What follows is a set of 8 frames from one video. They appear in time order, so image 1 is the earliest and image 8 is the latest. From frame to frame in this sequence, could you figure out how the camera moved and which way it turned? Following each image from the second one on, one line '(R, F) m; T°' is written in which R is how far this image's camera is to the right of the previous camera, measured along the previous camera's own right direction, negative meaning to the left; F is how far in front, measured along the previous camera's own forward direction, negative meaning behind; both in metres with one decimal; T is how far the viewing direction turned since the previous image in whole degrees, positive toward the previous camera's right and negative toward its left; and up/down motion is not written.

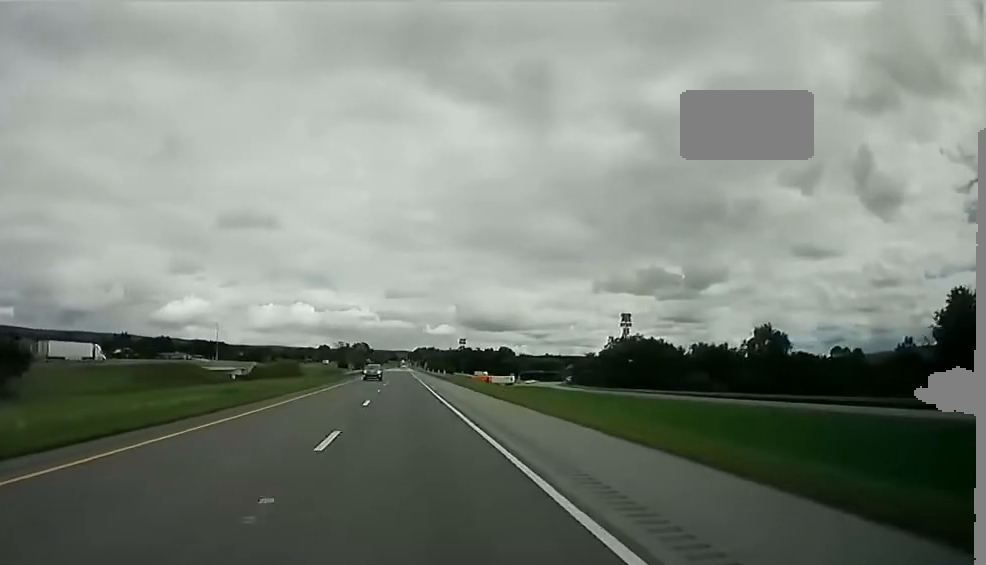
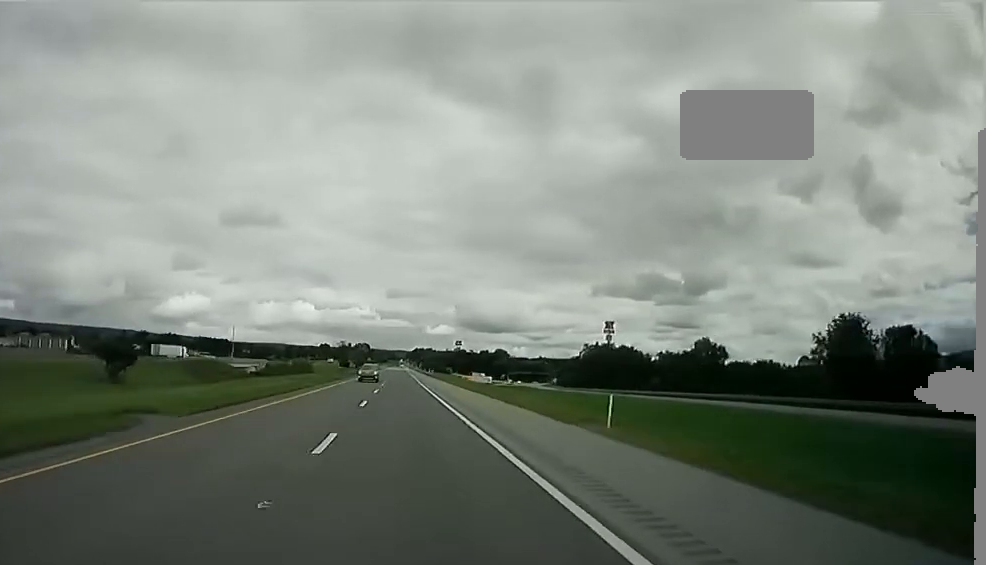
(0.0, +25.5) m; 0°
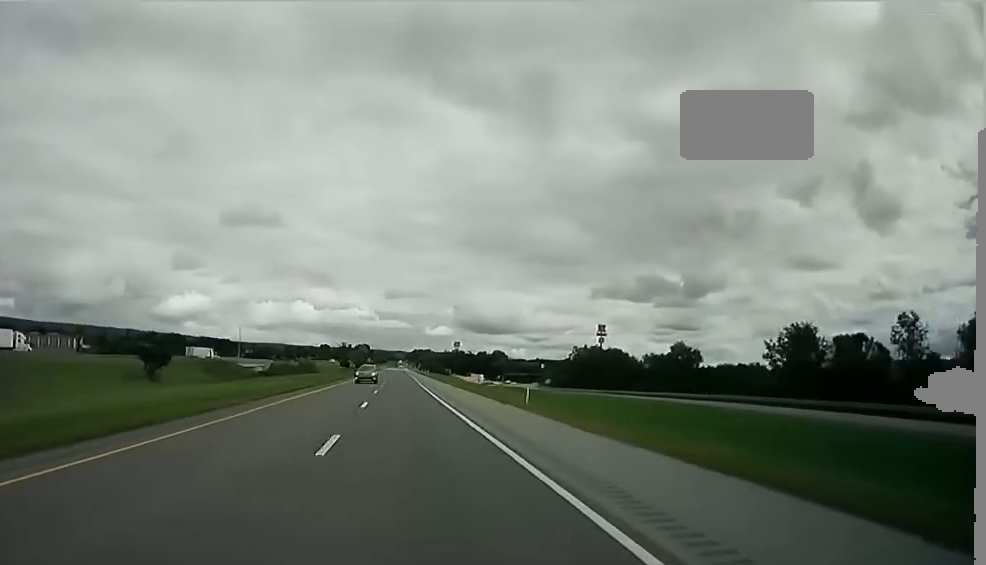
(-0.1, +12.2) m; 0°
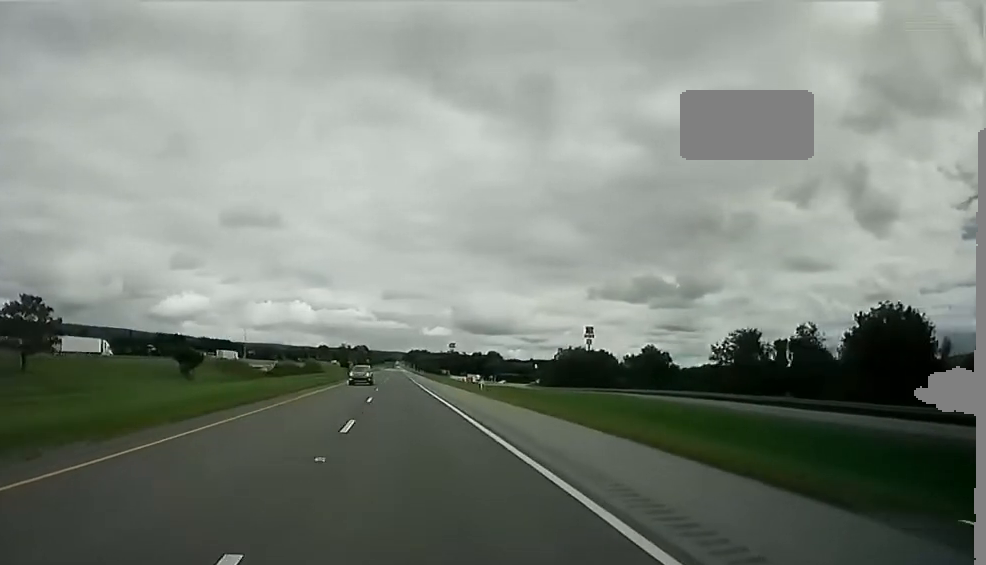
(0.0, +15.9) m; 0°
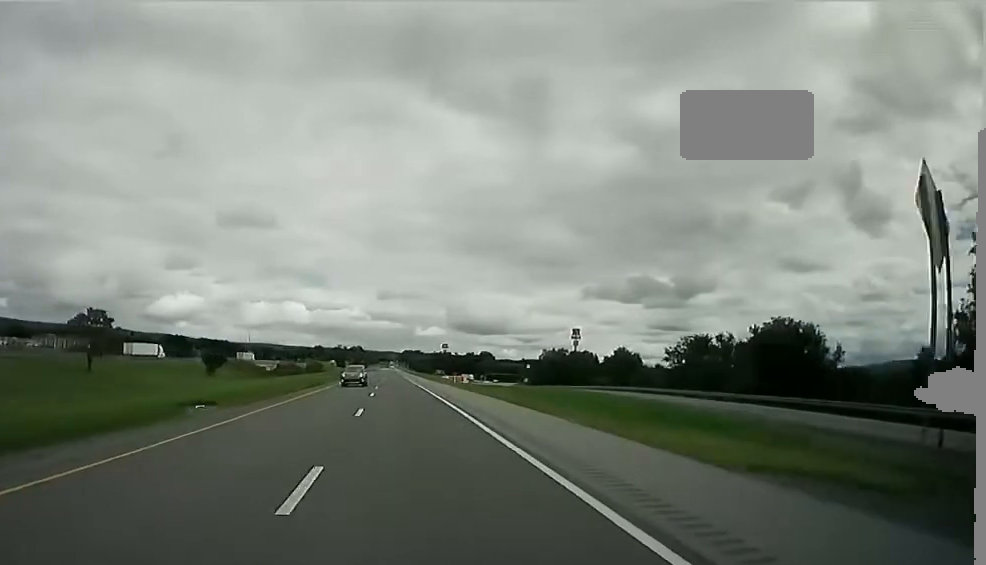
(0.0, +16.8) m; -1°
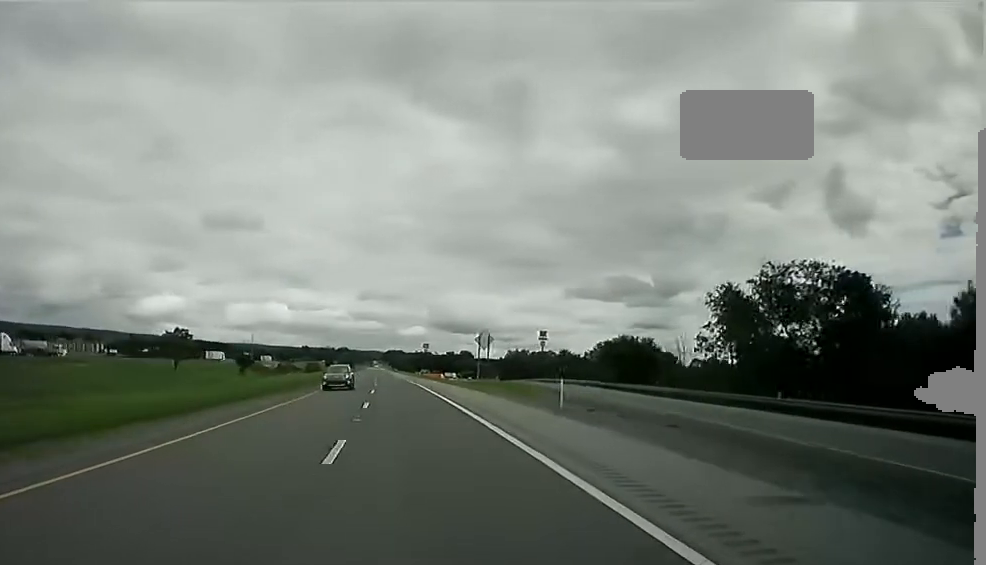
(-0.7, +39.9) m; -2°
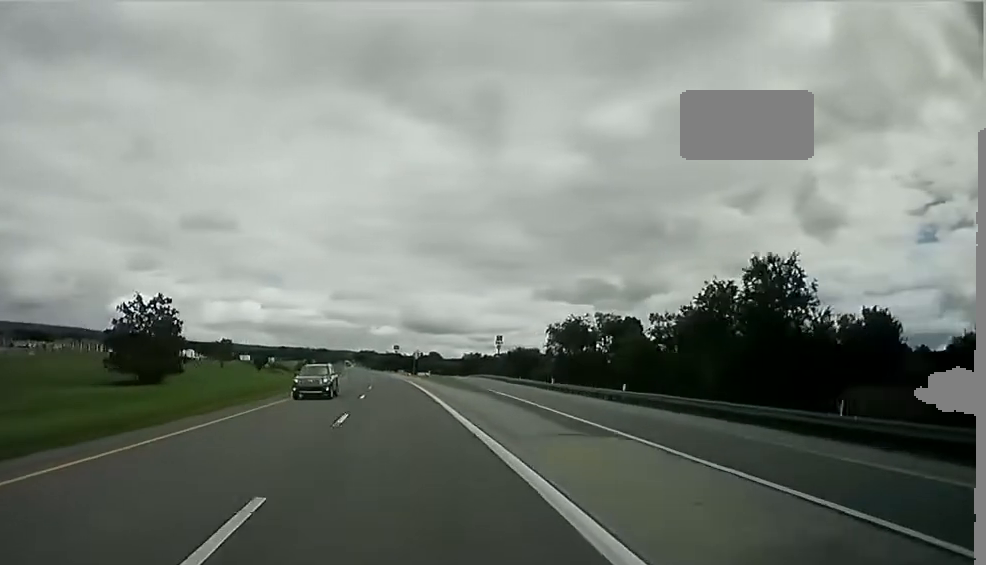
(-1.3, +55.5) m; -3°
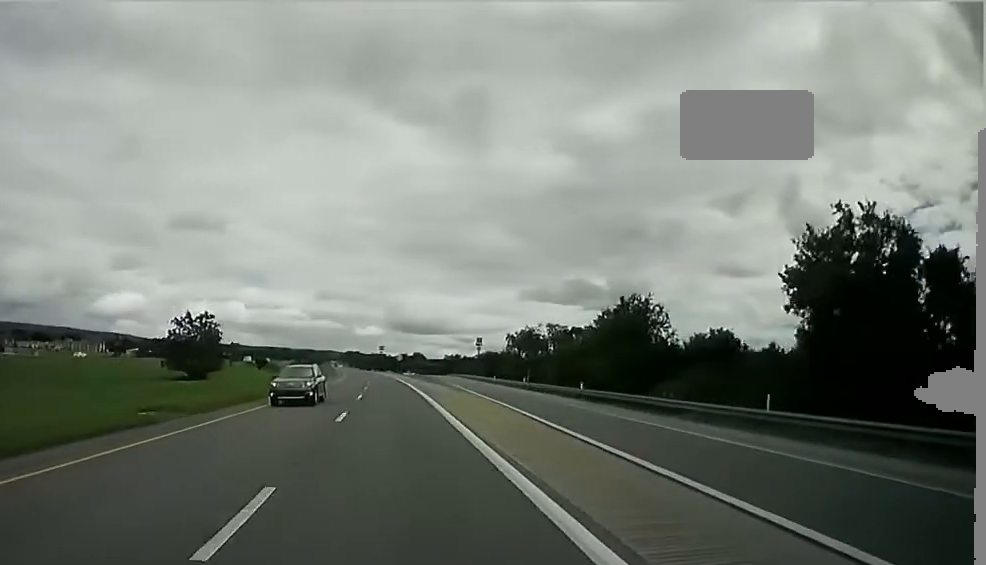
(-0.5, +25.0) m; -1°
